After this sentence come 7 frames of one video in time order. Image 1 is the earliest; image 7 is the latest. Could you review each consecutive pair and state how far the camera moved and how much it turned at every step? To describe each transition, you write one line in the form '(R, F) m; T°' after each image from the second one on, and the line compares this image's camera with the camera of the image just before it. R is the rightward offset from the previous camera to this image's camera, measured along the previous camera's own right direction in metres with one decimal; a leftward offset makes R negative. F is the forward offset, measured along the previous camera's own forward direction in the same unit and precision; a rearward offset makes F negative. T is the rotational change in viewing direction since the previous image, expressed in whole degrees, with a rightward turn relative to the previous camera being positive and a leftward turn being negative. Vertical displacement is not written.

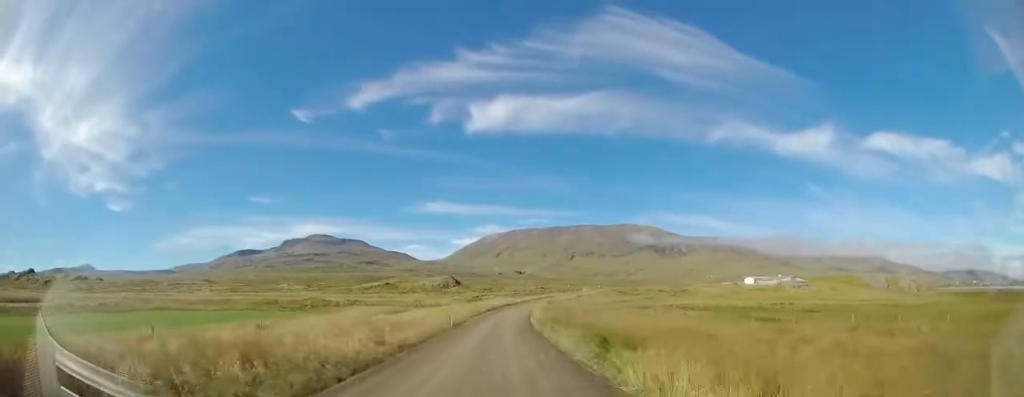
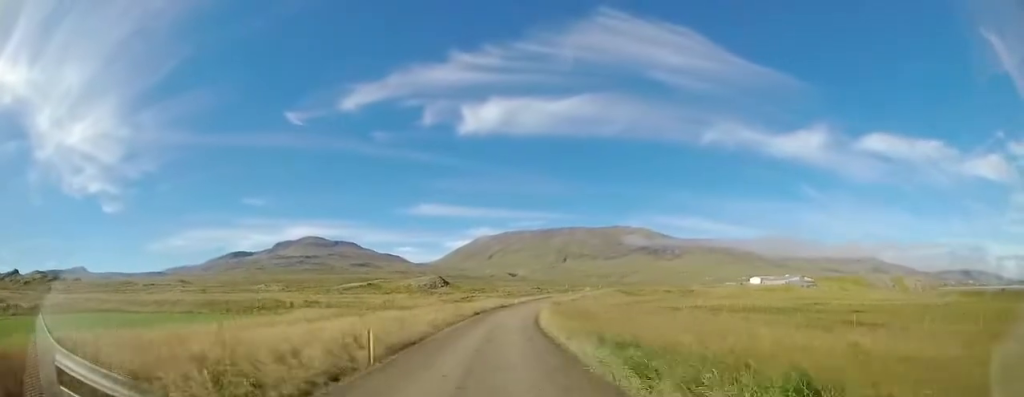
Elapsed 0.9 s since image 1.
(-0.3, +14.4) m; +1°
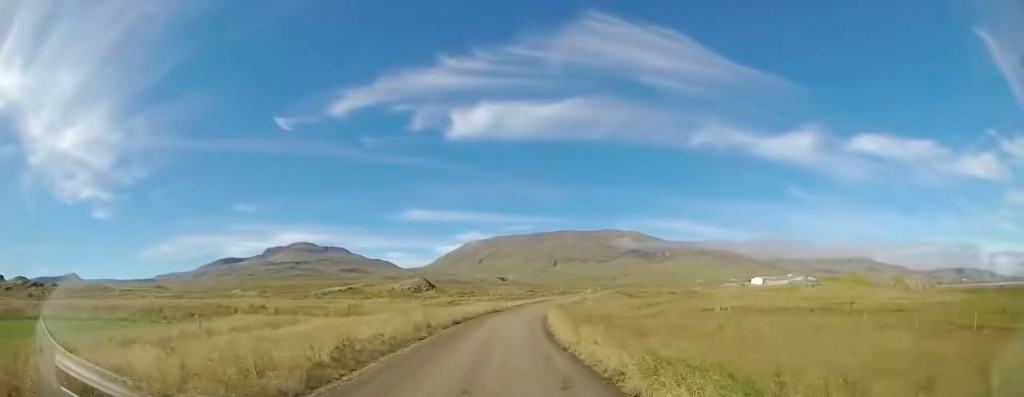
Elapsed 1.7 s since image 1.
(+0.1, +11.4) m; +4°
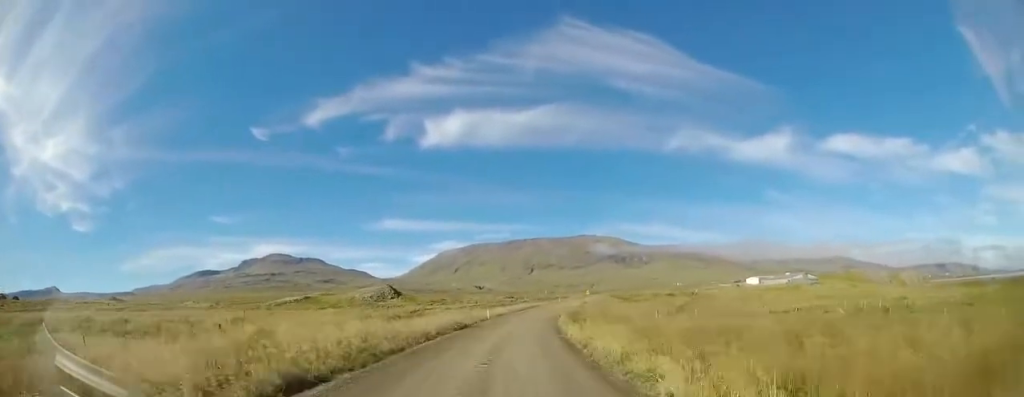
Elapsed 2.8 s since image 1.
(+1.2, +18.0) m; +3°
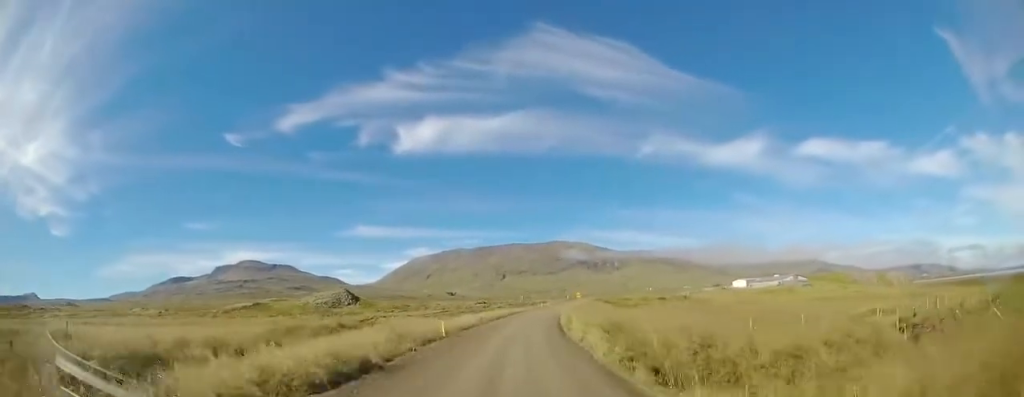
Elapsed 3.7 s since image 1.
(-0.5, +13.8) m; +3°
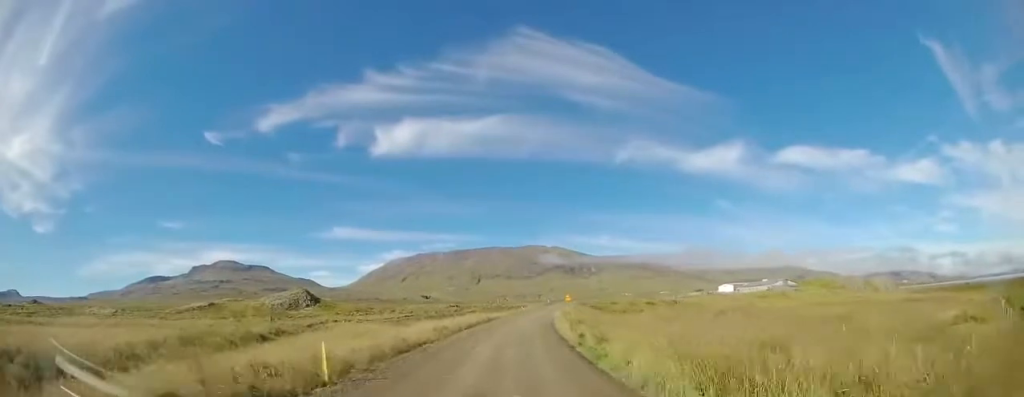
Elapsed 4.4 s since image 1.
(+0.9, +10.4) m; +6°
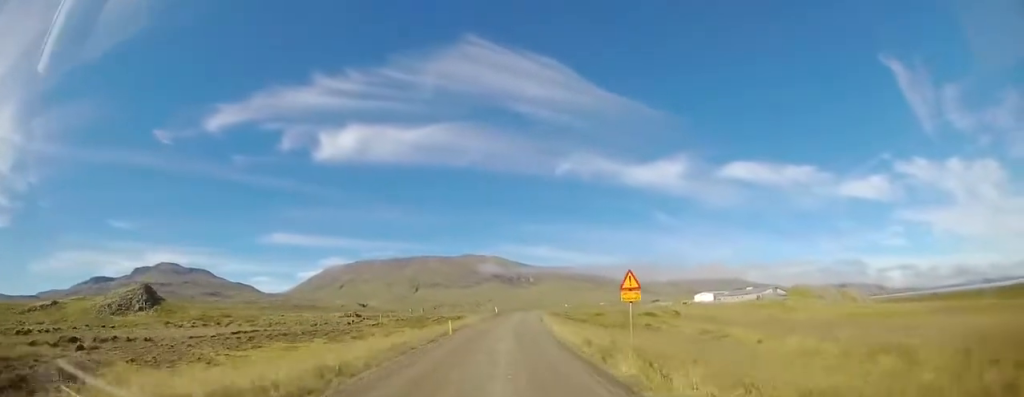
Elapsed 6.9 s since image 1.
(+3.1, +35.1) m; +7°
